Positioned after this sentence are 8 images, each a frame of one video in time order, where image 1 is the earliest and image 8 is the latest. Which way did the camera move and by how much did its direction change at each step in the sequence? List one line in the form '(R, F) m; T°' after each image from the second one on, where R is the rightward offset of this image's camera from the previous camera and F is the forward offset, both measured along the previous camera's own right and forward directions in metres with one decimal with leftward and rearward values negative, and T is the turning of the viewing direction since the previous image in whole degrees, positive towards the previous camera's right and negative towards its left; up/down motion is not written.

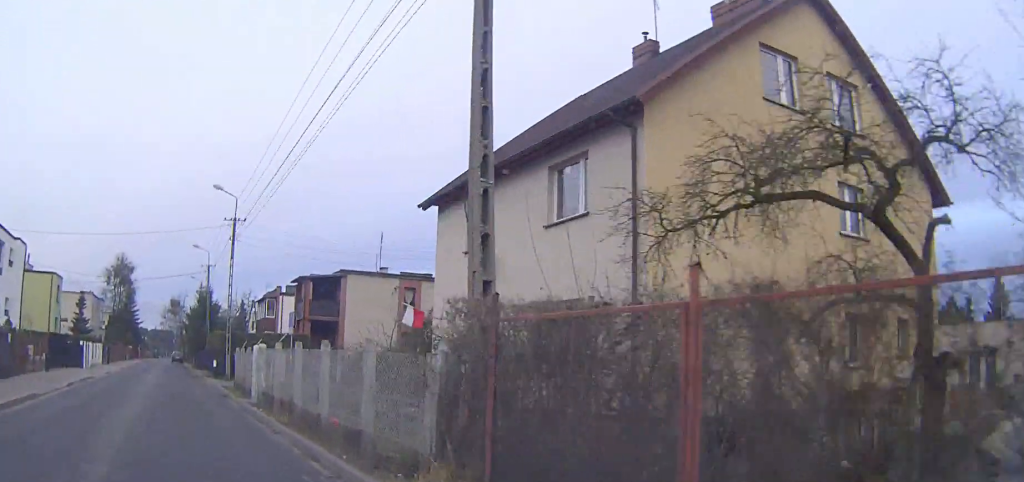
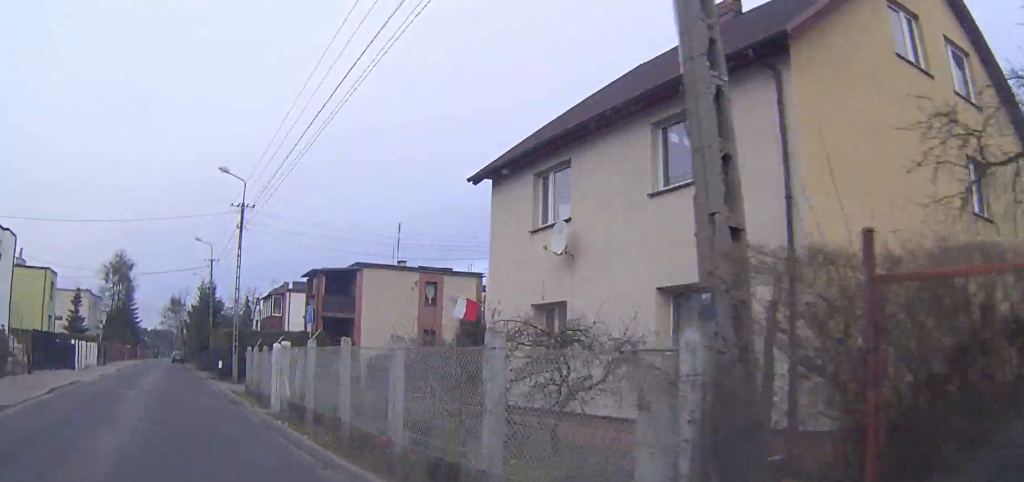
(0.0, +3.9) m; 0°
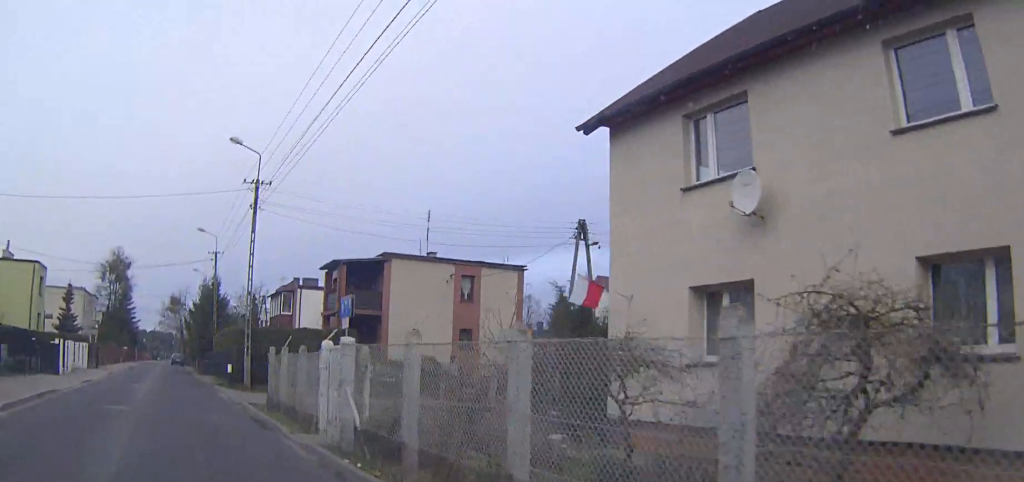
(0.0, +5.5) m; 0°
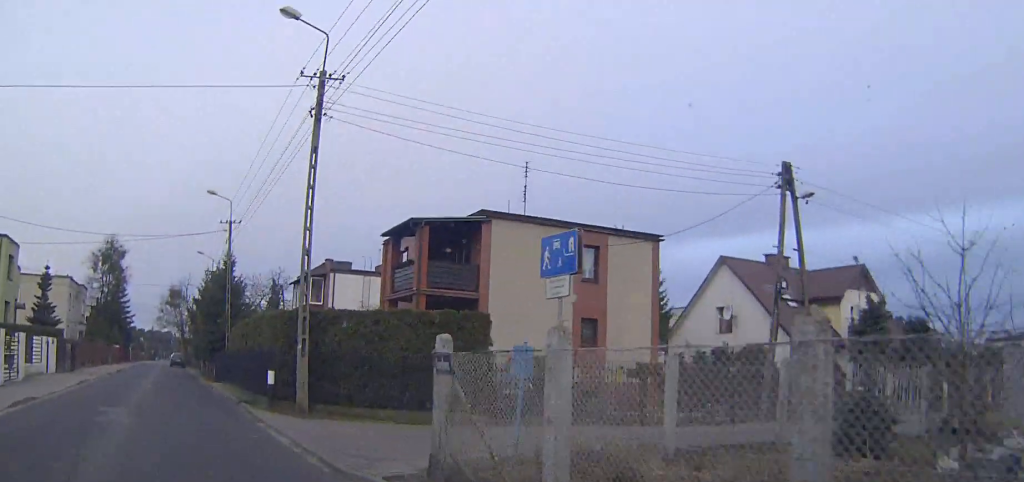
(-0.1, +12.1) m; -1°
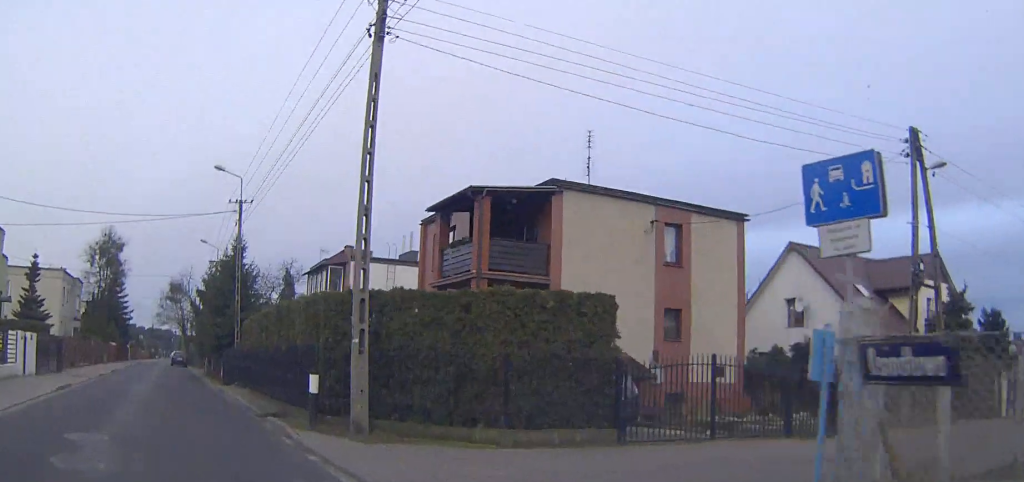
(0.0, +5.1) m; 0°
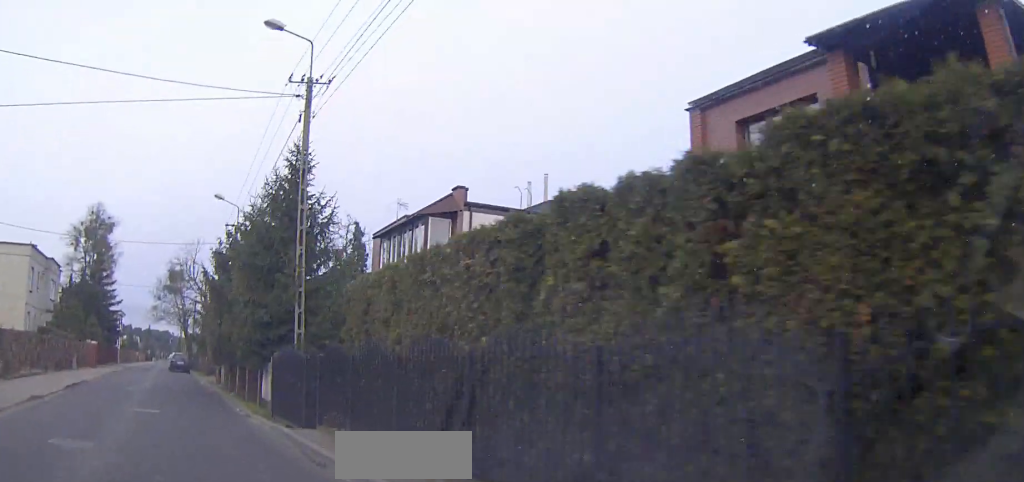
(+0.2, +16.5) m; 0°
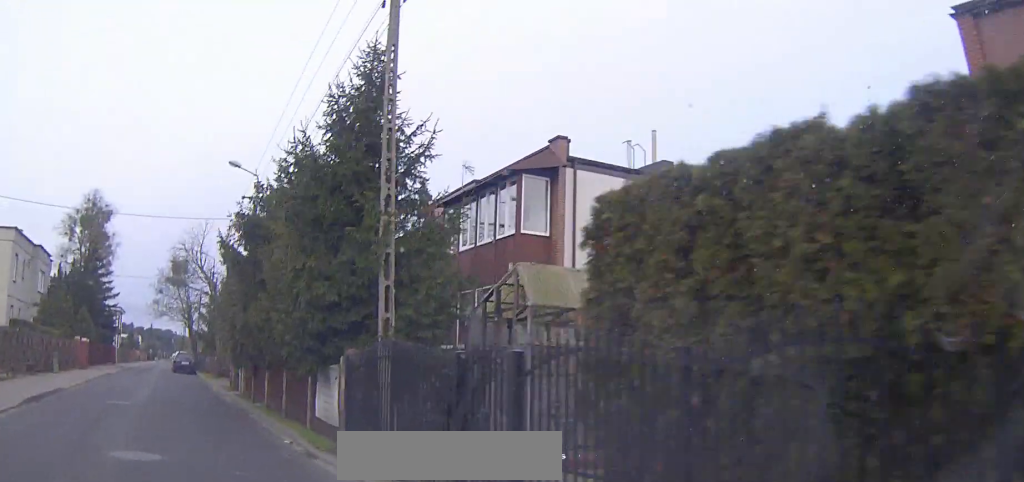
(-0.1, +7.1) m; -1°
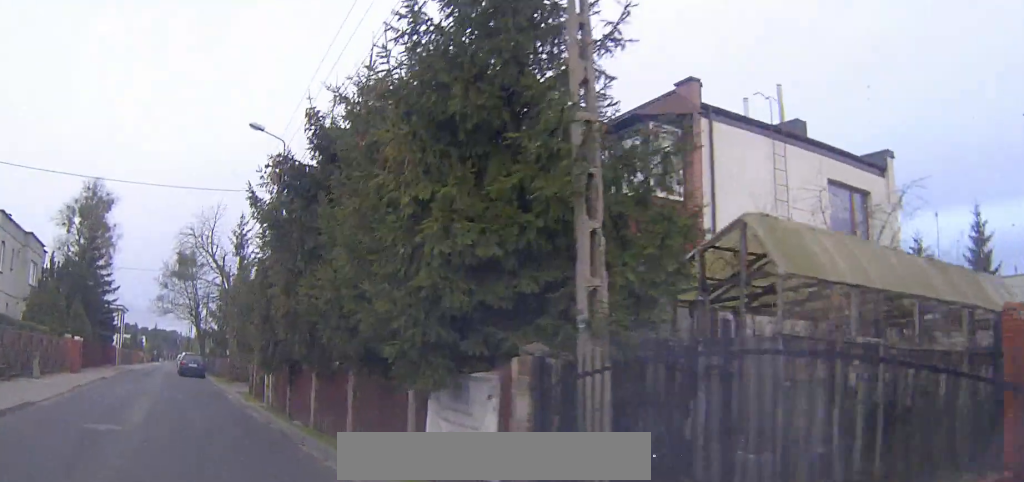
(0.0, +5.6) m; 0°
